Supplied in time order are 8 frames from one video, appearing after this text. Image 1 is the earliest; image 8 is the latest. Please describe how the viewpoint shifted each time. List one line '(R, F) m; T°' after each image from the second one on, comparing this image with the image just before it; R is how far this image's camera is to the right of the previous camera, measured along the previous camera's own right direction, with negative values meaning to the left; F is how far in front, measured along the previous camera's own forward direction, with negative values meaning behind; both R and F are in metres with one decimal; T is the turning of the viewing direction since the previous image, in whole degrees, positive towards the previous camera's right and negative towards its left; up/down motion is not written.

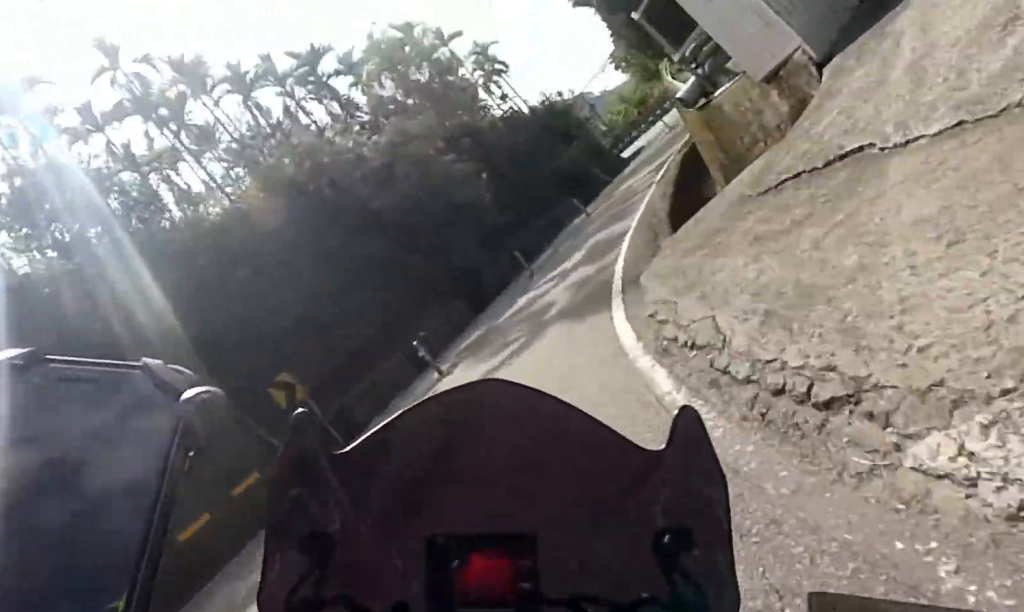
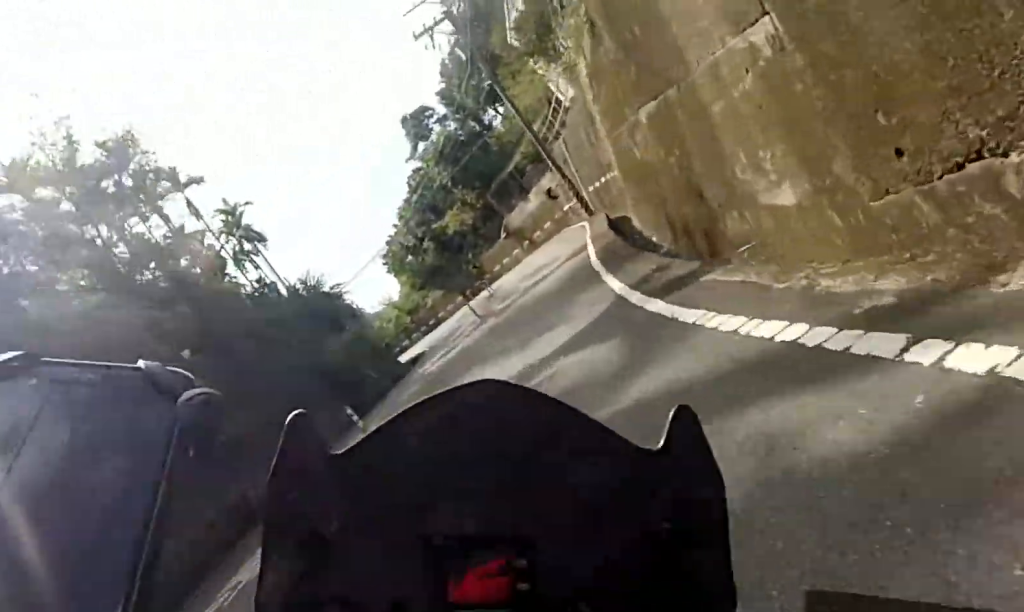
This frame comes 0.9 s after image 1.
(+2.1, +10.9) m; +27°
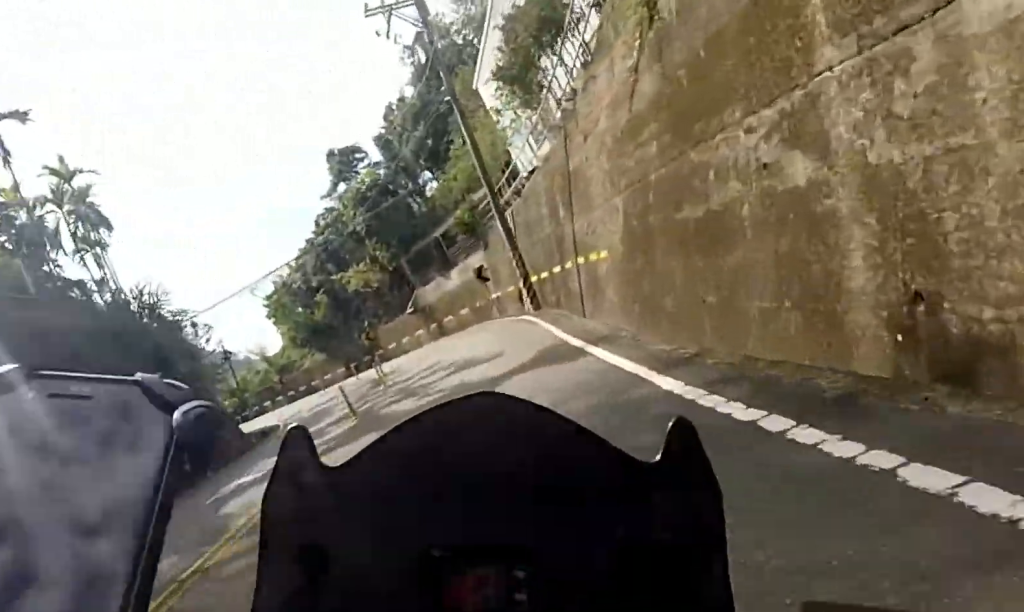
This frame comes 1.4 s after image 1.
(+1.8, +6.0) m; +13°
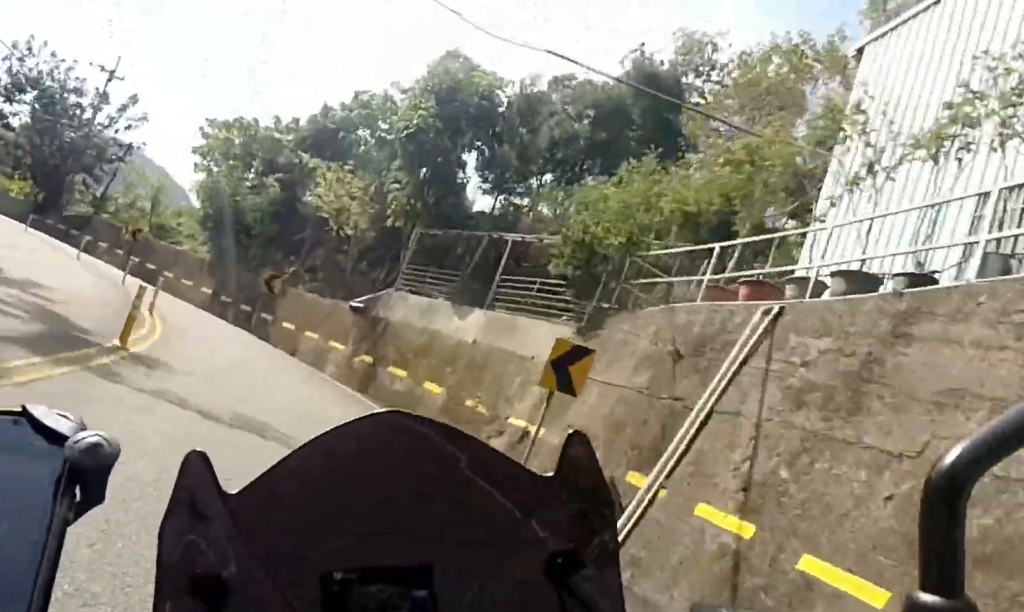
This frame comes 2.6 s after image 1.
(+1.1, +14.0) m; +4°
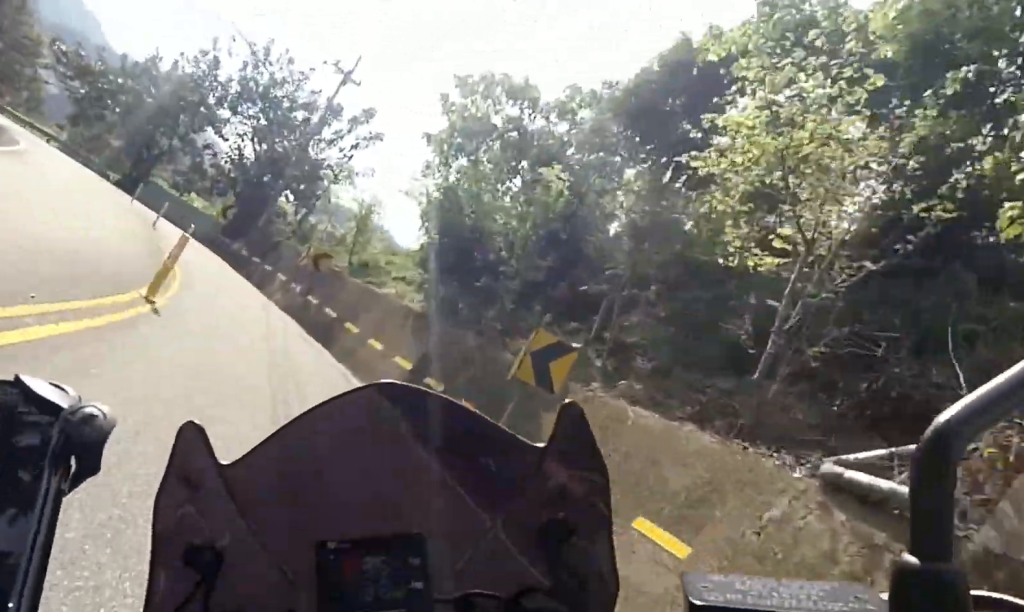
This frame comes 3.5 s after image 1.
(-0.2, +10.9) m; +6°
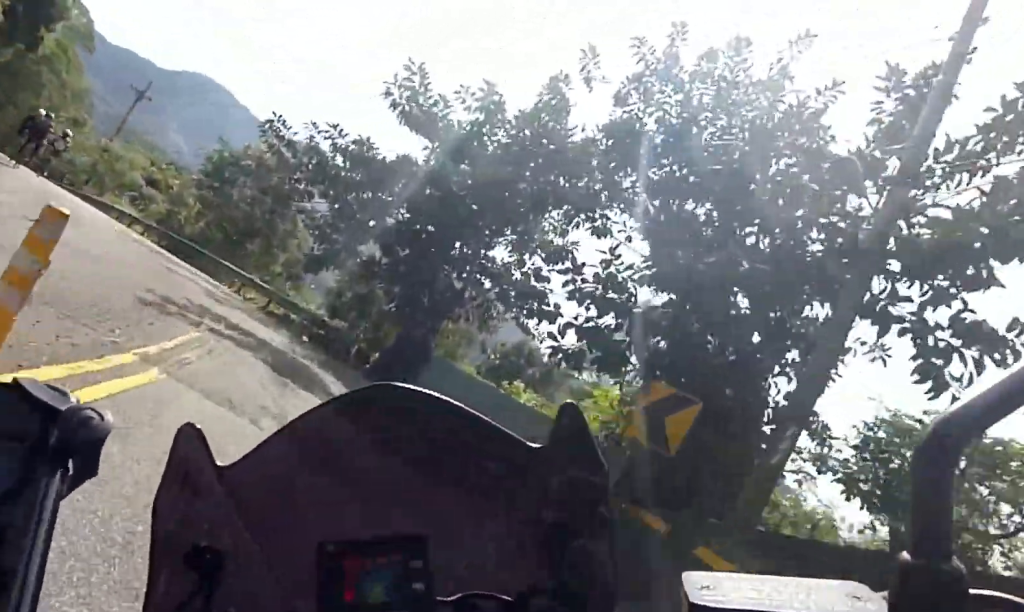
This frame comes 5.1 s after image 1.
(-1.4, +17.8) m; -26°
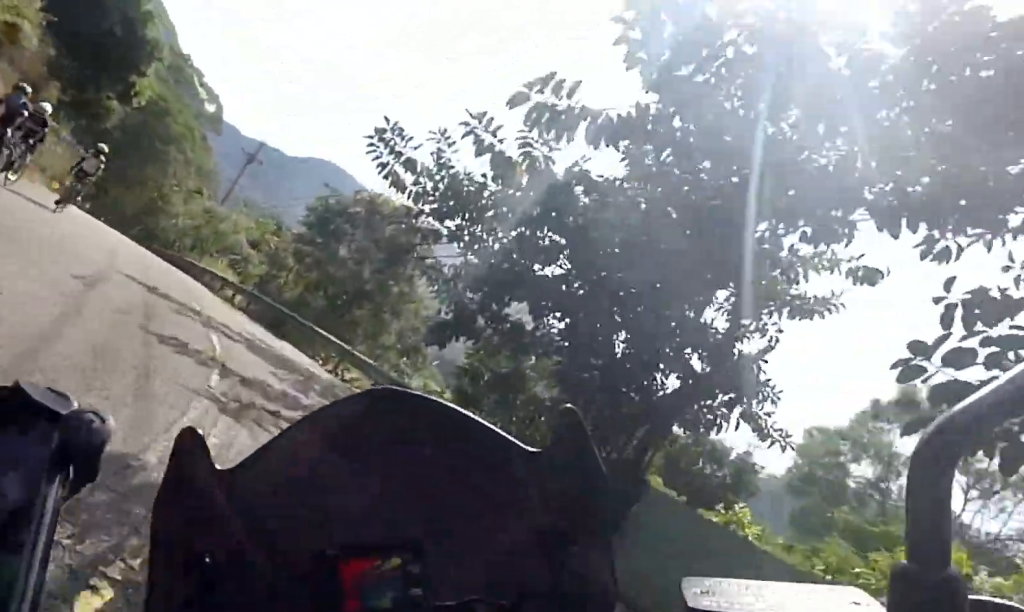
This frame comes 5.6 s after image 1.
(-0.4, +5.8) m; -15°
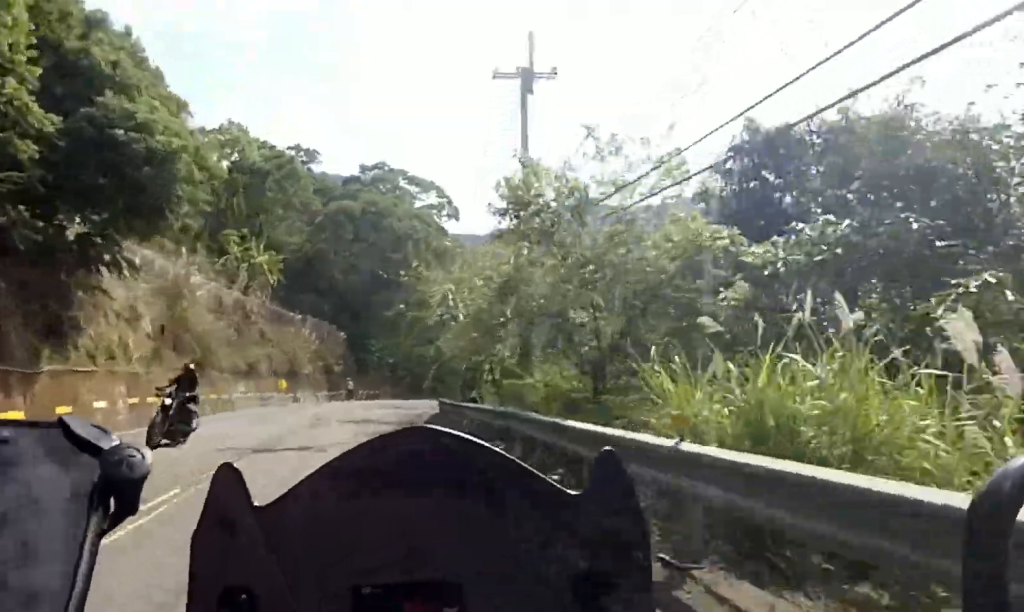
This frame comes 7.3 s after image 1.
(-5.6, +26.7) m; -21°
